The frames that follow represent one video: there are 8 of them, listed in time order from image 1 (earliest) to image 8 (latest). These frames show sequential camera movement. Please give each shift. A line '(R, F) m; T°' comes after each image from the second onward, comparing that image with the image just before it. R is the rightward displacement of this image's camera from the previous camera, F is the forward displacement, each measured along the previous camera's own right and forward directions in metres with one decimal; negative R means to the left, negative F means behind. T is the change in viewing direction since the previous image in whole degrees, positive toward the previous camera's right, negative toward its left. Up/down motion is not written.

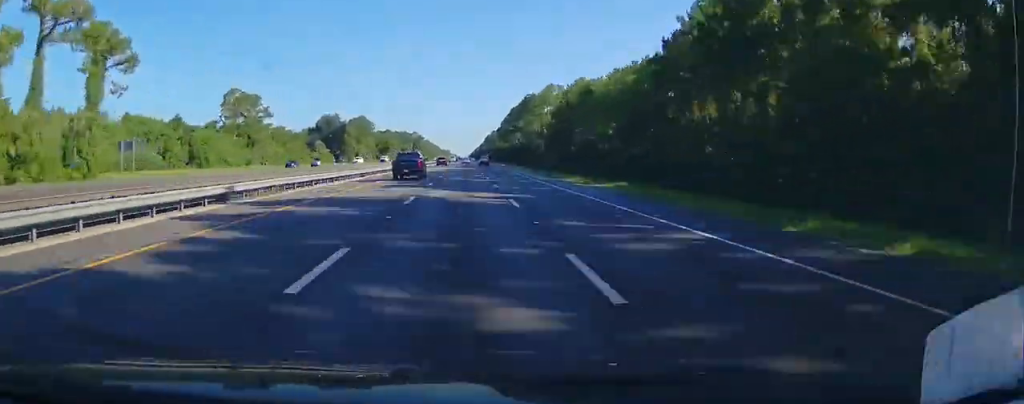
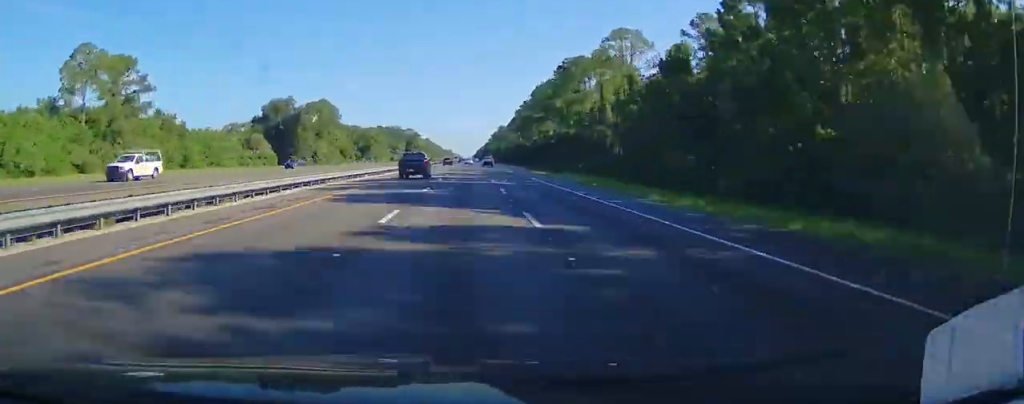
(+0.1, +64.5) m; 0°
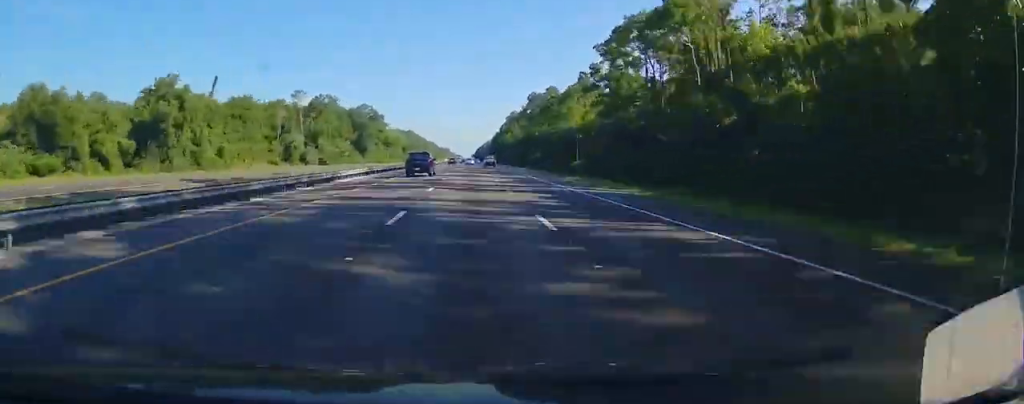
(0.0, +164.0) m; 0°
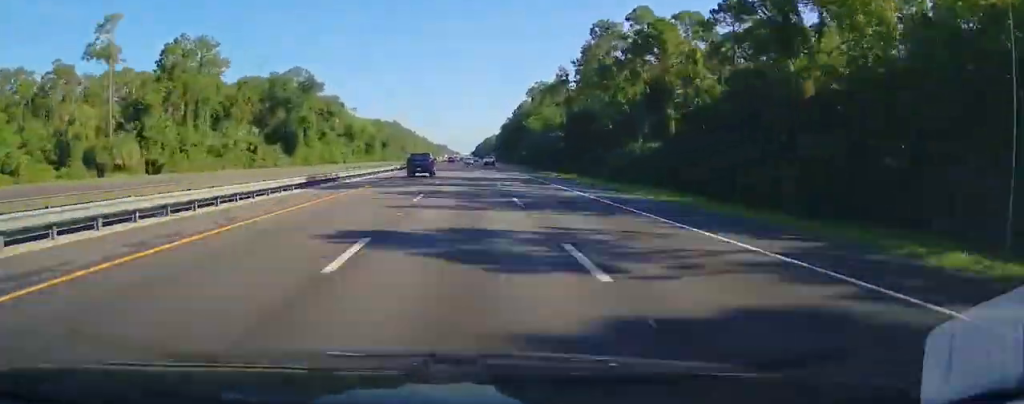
(0.0, +86.5) m; 0°
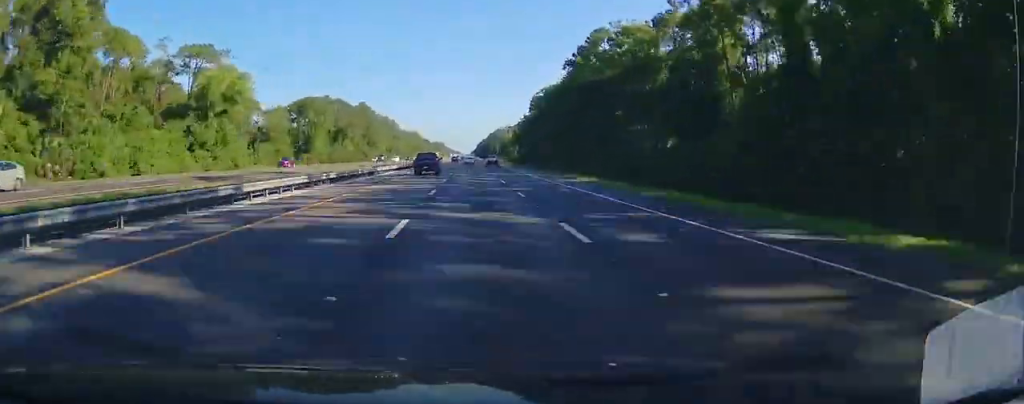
(+0.3, +111.1) m; 0°
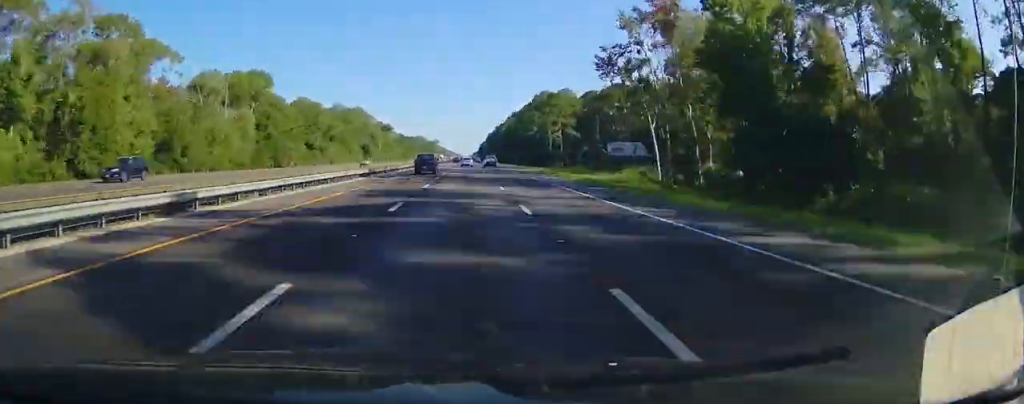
(+1.1, +239.2) m; 0°
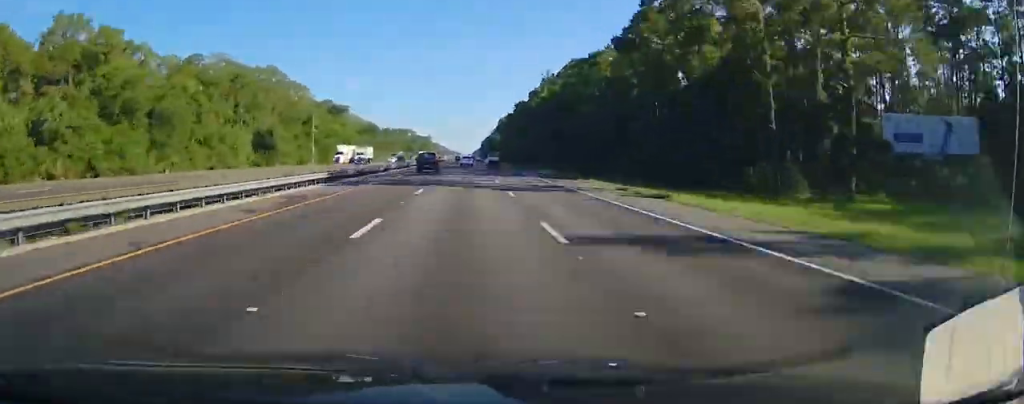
(-0.2, +85.5) m; 0°
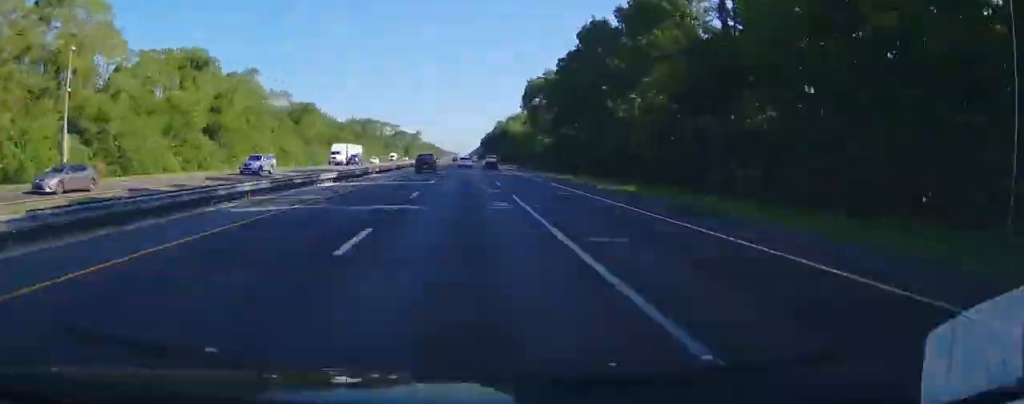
(-0.1, +70.6) m; 0°
